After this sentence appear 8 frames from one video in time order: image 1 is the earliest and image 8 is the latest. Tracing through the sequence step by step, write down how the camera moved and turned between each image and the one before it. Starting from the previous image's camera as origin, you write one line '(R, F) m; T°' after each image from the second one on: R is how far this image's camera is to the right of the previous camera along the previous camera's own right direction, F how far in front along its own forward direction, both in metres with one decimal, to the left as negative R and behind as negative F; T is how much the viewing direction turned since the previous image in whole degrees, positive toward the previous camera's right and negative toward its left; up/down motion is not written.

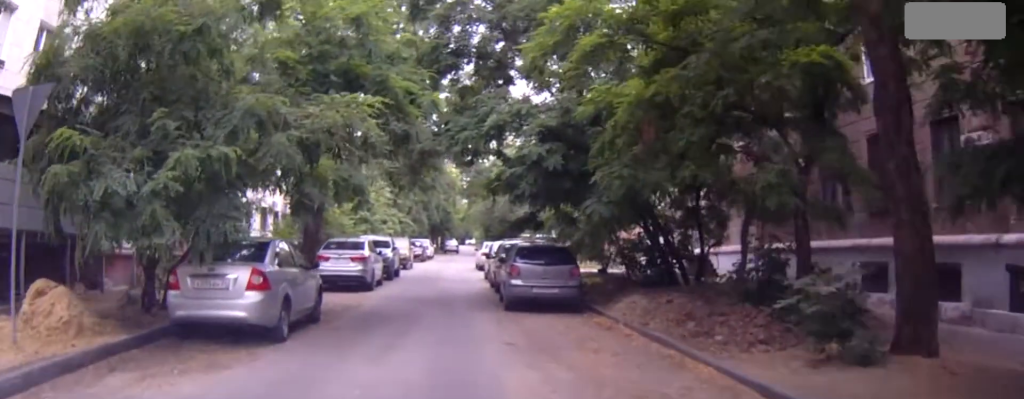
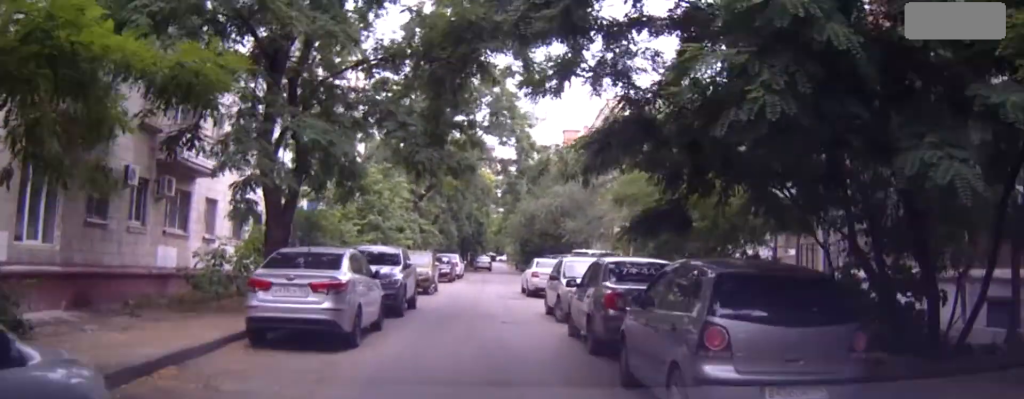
(-0.8, +9.0) m; -2°
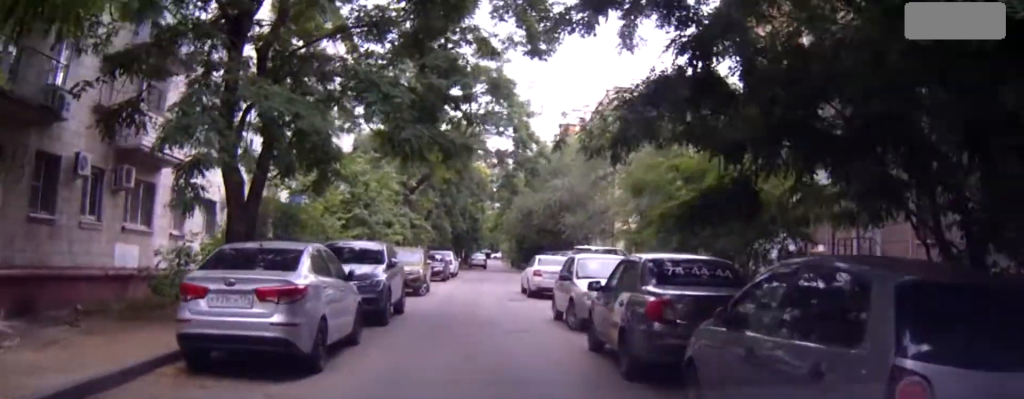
(+0.2, +2.3) m; +1°
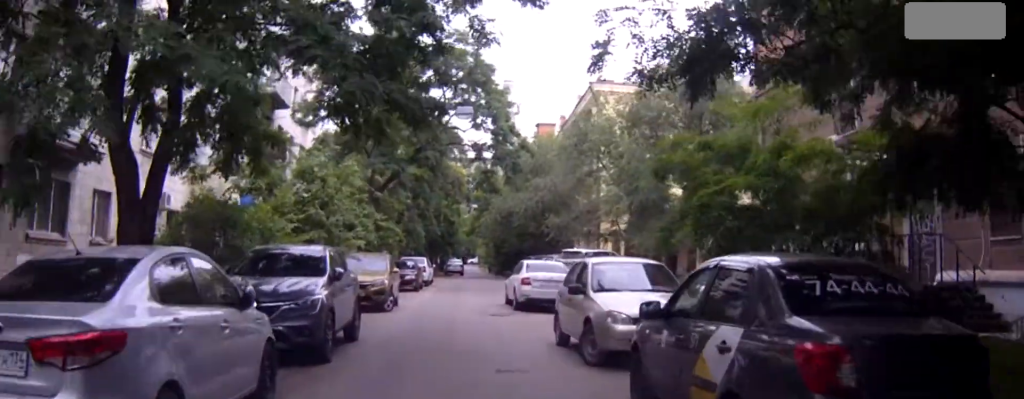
(+0.1, +3.7) m; 0°
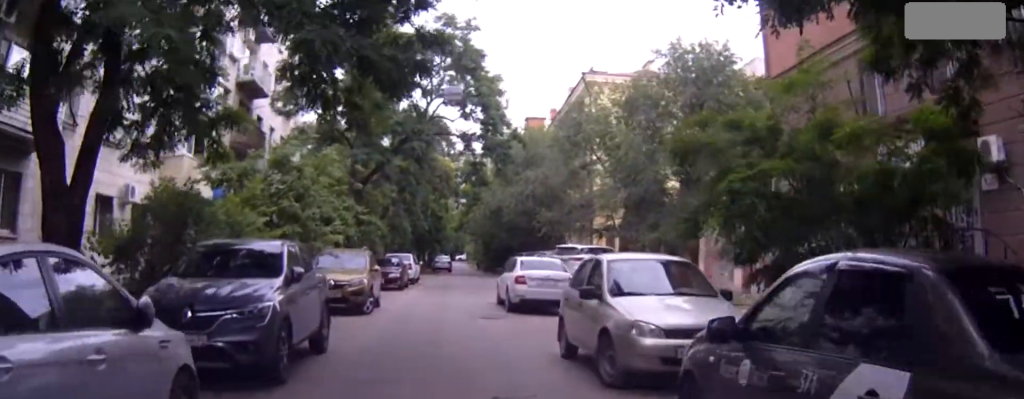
(-0.1, +2.0) m; -1°
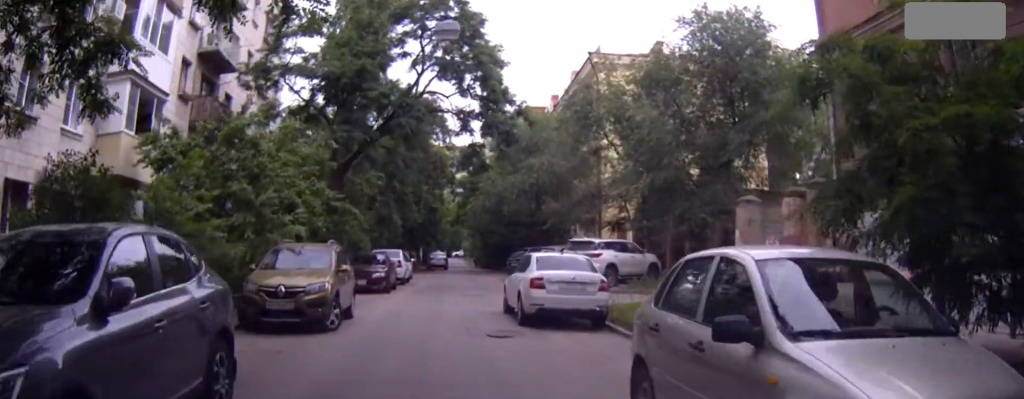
(+0.1, +4.9) m; +7°
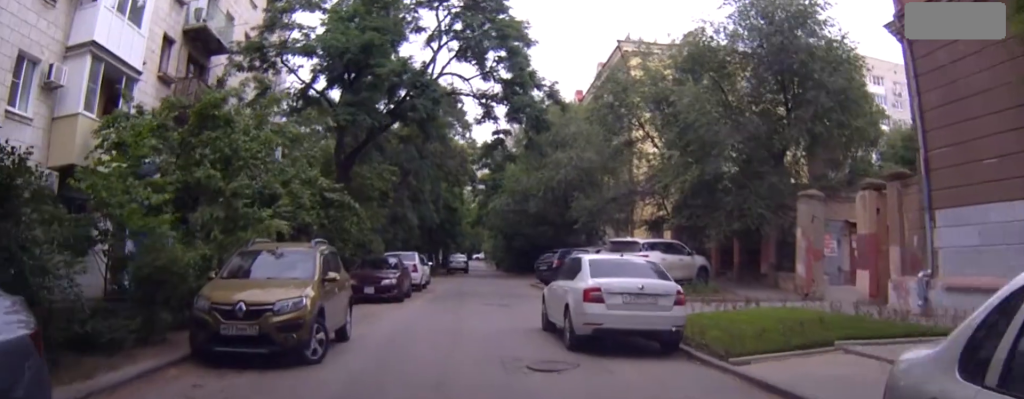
(+0.4, +3.8) m; +2°
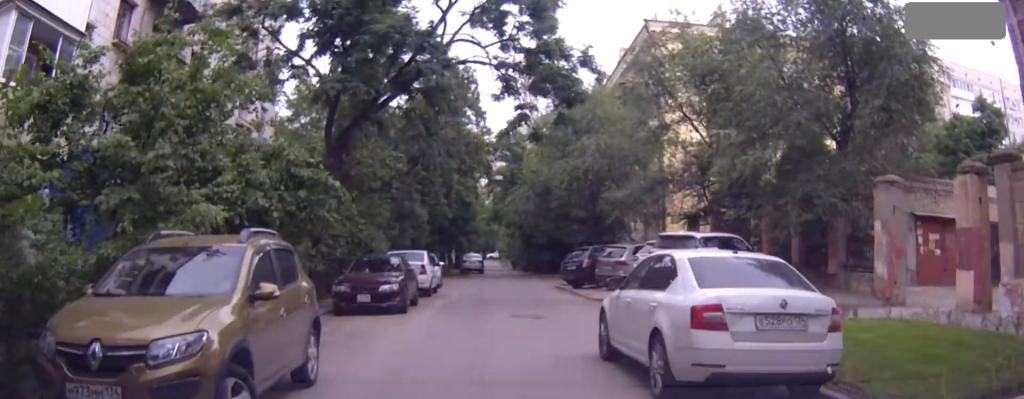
(-0.1, +4.4) m; 0°
